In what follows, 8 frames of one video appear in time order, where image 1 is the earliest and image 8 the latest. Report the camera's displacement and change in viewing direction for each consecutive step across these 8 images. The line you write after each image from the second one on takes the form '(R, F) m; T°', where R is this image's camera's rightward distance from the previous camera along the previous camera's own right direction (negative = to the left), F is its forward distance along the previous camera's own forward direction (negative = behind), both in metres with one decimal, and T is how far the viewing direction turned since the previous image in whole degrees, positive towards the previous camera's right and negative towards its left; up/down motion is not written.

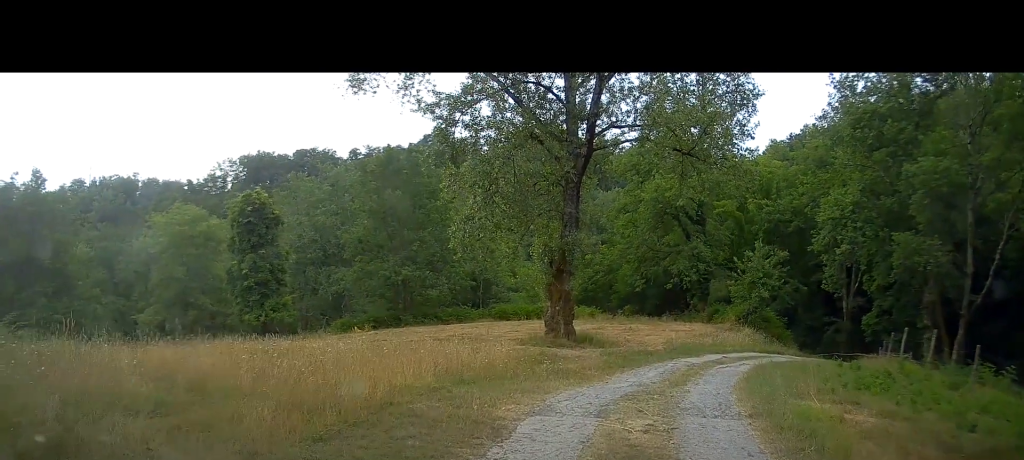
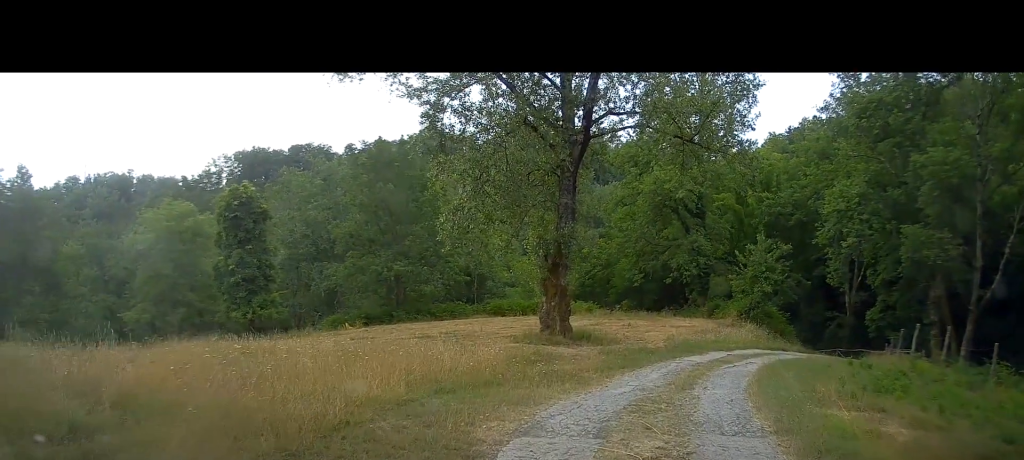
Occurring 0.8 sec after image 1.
(0.0, +1.3) m; -3°
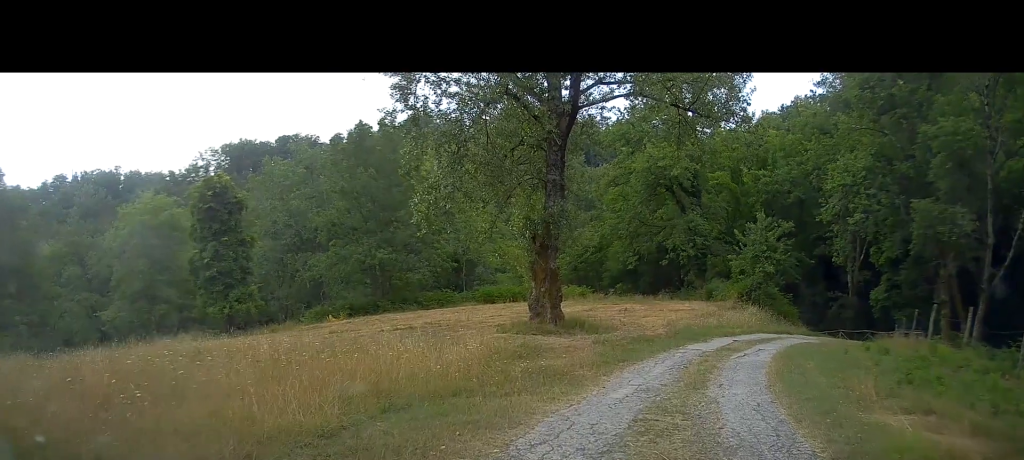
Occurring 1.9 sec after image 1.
(-0.3, +1.5) m; 0°
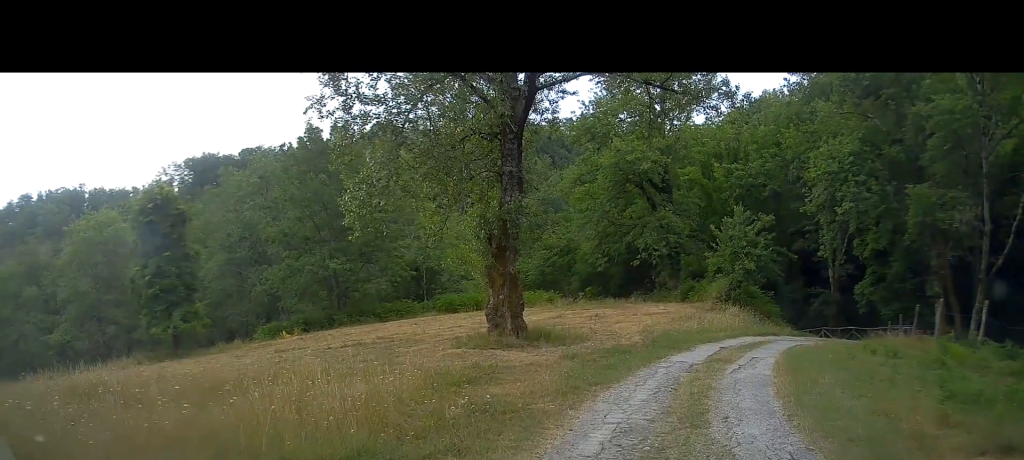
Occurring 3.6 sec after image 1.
(-0.8, +1.8) m; 0°
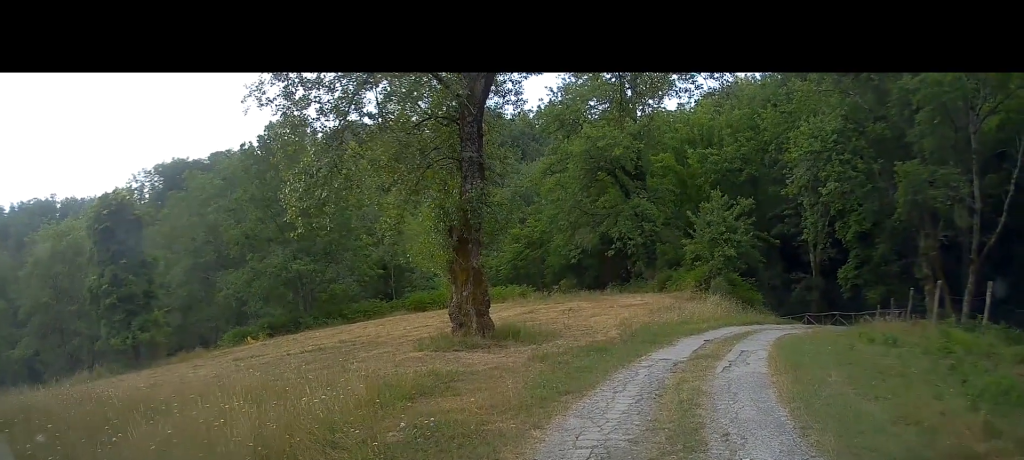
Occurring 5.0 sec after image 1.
(+0.3, +1.5) m; 0°
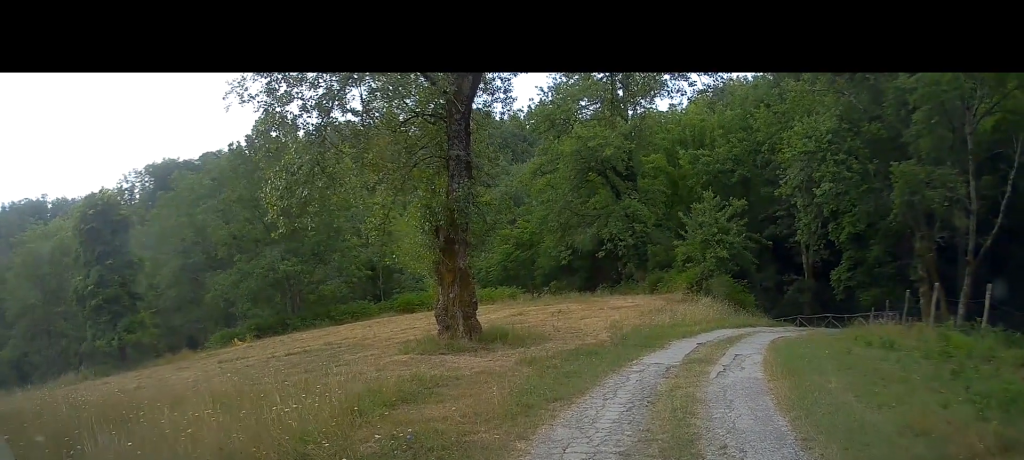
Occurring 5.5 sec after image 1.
(+0.1, +0.5) m; 0°
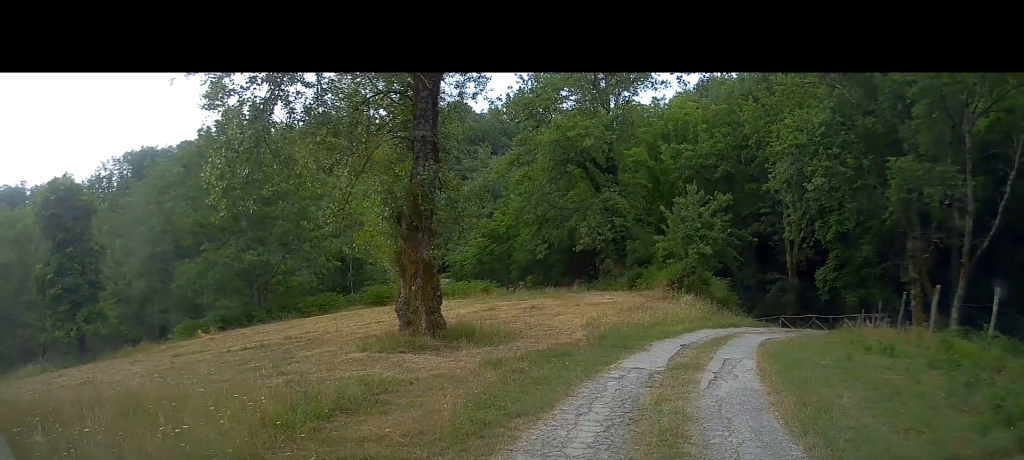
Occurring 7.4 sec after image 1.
(+0.5, +1.4) m; 0°
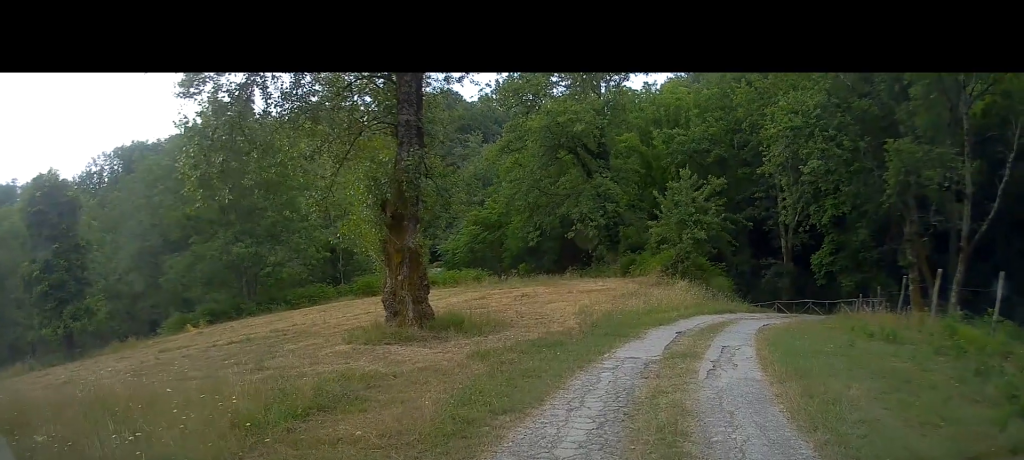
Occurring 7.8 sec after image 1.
(0.0, +0.5) m; 0°
